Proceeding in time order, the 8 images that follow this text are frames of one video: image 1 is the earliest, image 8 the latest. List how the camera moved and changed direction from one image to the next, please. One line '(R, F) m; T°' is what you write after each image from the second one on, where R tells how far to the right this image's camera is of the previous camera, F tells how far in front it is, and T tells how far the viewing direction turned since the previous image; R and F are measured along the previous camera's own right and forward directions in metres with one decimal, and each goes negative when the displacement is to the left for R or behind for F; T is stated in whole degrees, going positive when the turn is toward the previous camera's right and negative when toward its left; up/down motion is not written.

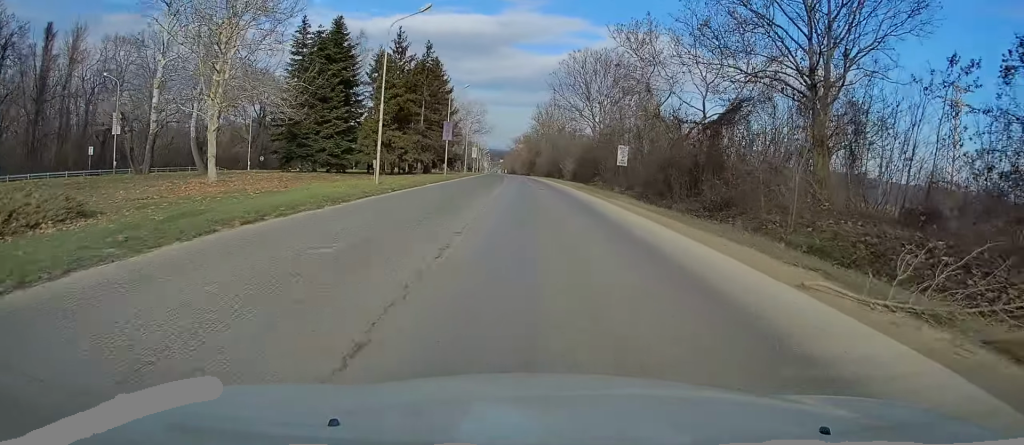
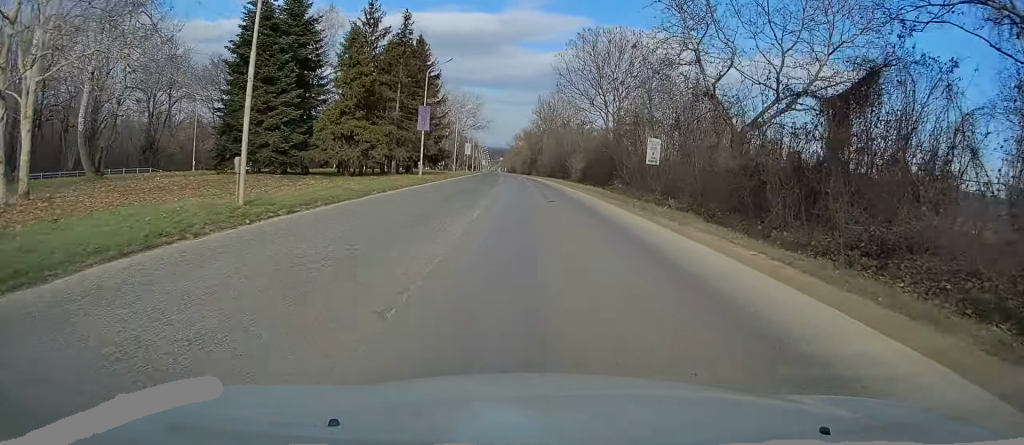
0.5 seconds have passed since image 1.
(0.0, +12.6) m; 0°
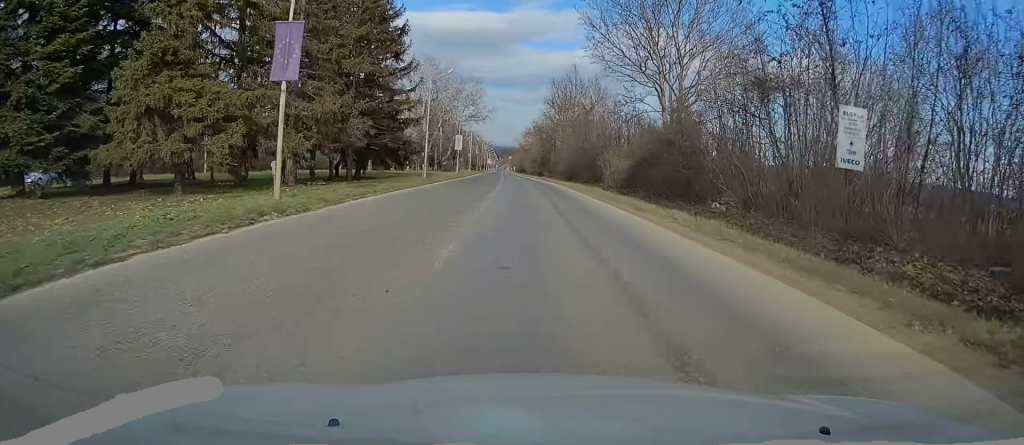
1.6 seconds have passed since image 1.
(-0.2, +24.3) m; -1°
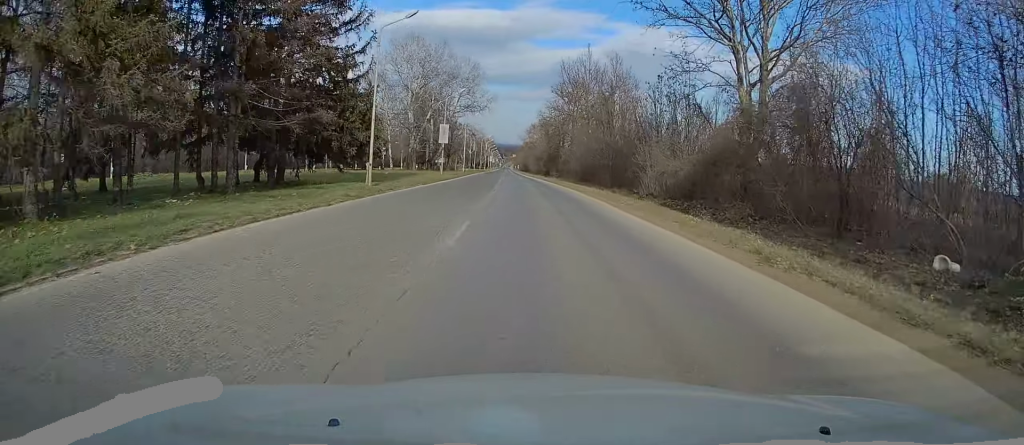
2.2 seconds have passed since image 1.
(-0.1, +15.7) m; 0°
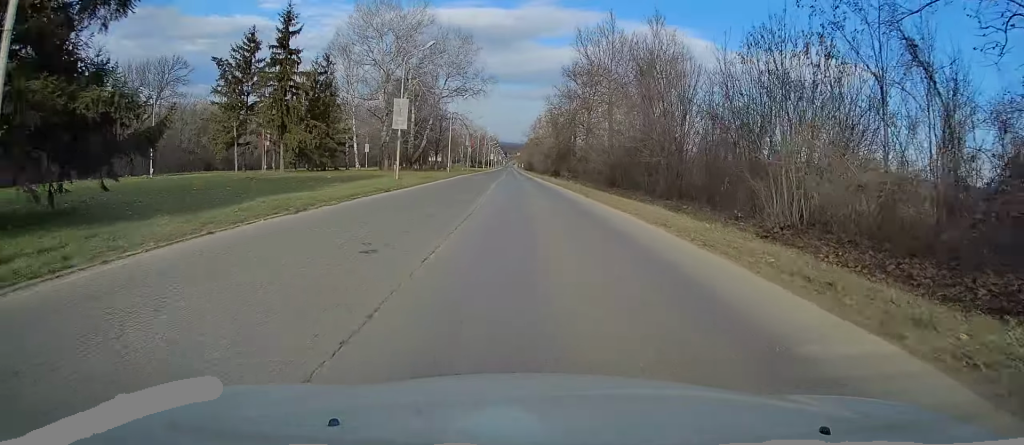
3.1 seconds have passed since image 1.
(0.0, +19.8) m; 0°
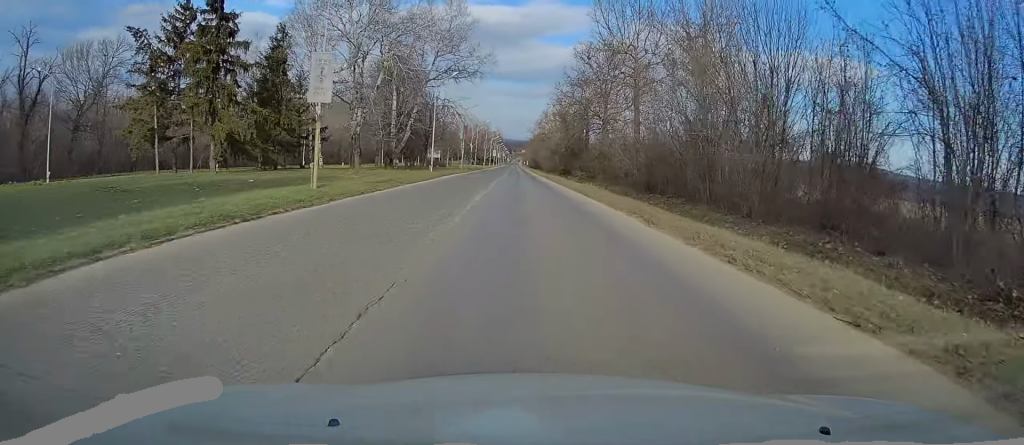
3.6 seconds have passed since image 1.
(-0.1, +13.5) m; 0°
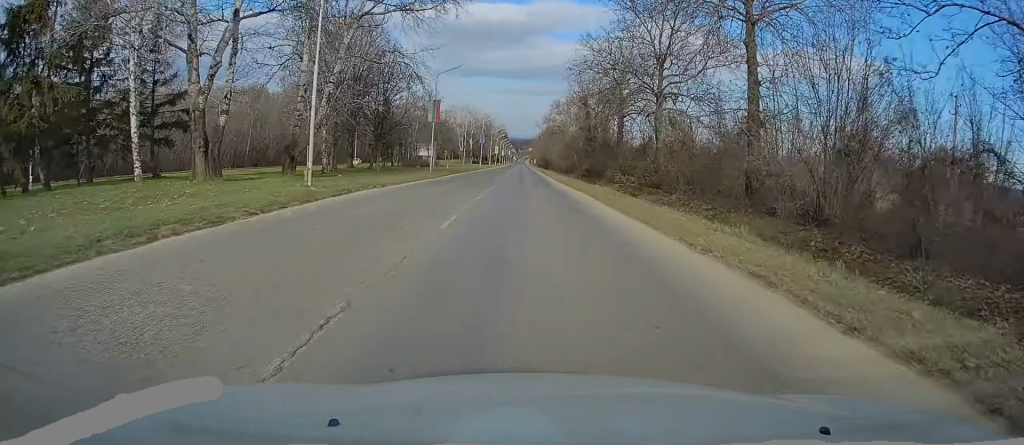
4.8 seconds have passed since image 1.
(-0.1, +27.8) m; 0°
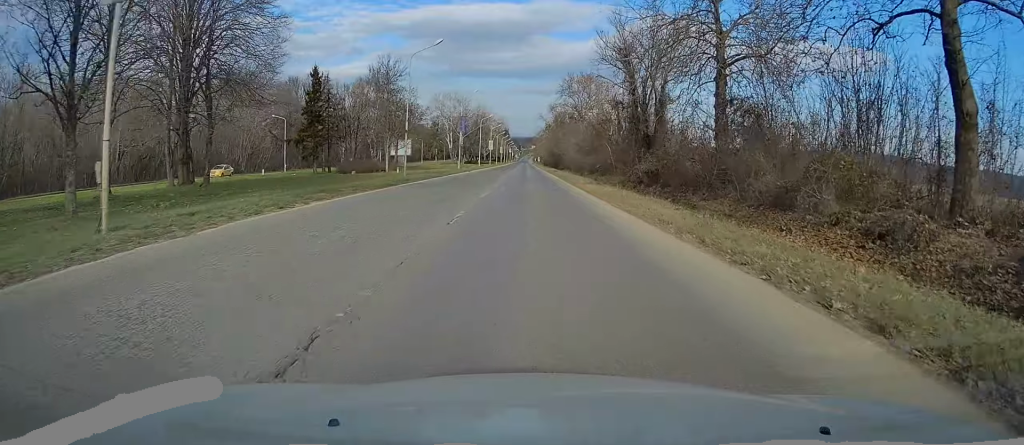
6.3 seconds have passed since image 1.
(0.0, +34.8) m; 0°
